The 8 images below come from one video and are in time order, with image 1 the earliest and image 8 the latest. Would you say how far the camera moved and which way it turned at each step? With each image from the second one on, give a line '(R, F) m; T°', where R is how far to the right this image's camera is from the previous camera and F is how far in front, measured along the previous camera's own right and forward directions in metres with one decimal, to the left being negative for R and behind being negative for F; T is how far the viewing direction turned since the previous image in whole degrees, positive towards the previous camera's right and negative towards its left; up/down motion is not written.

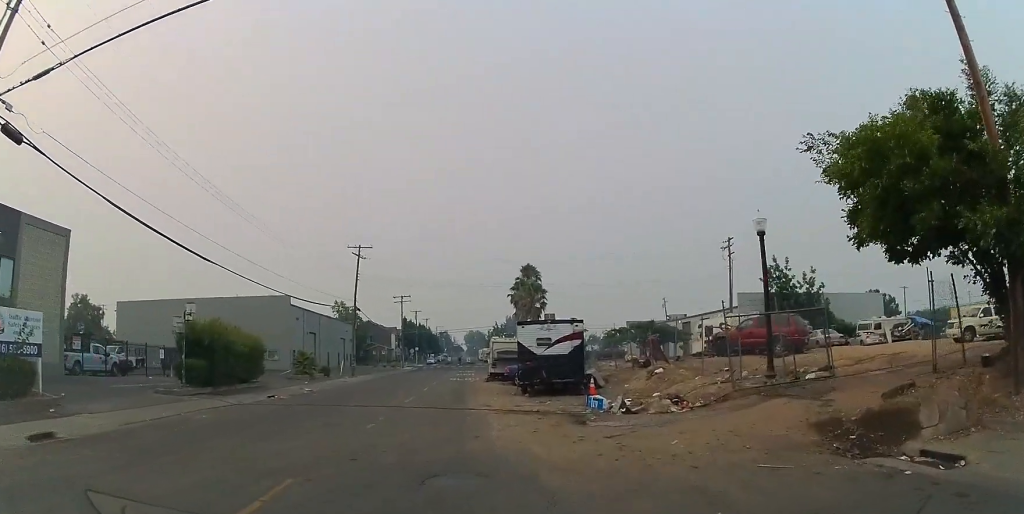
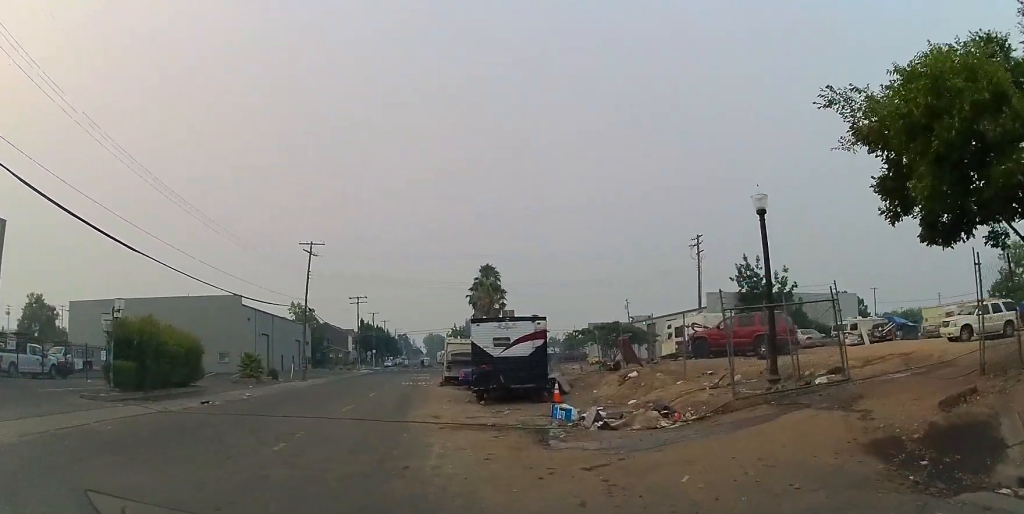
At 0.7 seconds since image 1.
(+0.2, +3.0) m; +5°
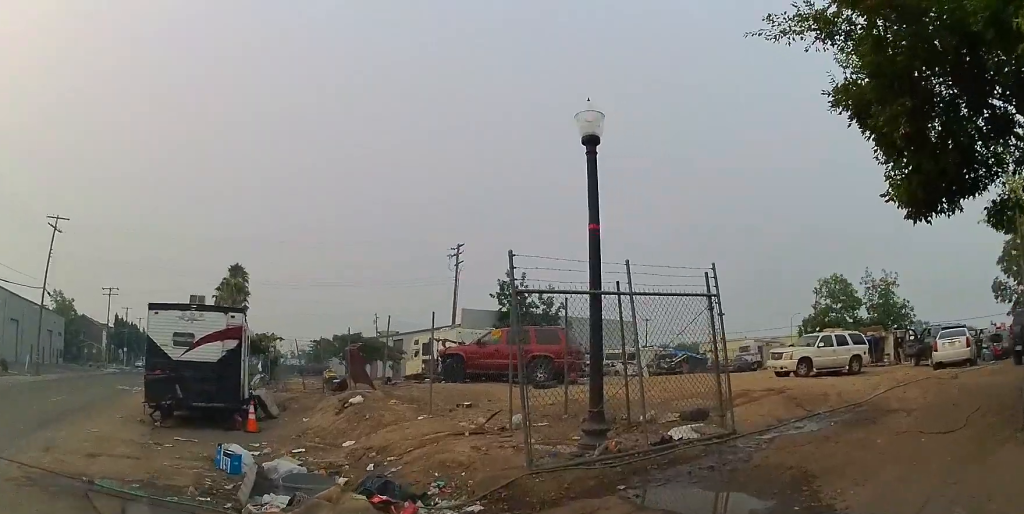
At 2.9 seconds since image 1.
(+1.2, +6.3) m; +33°
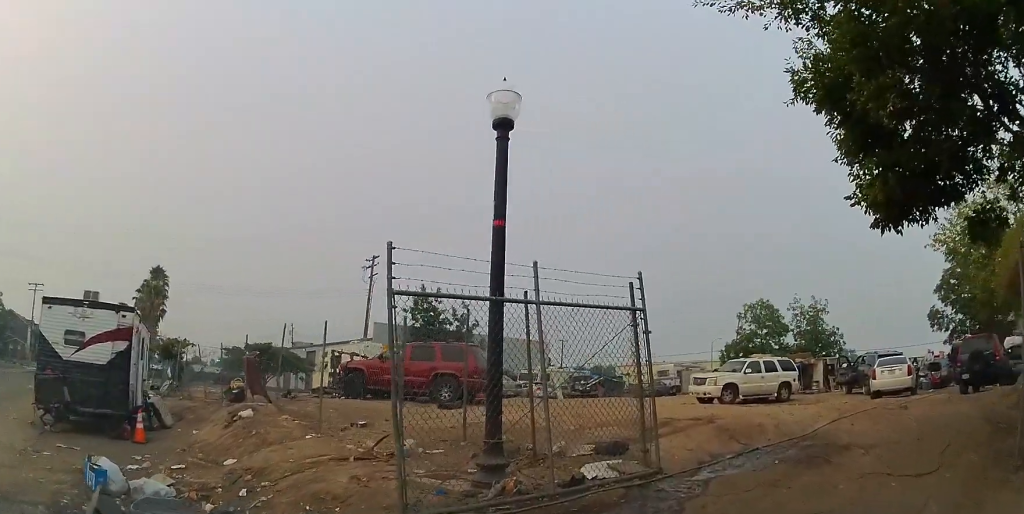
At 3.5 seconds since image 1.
(+0.1, +1.2) m; +7°
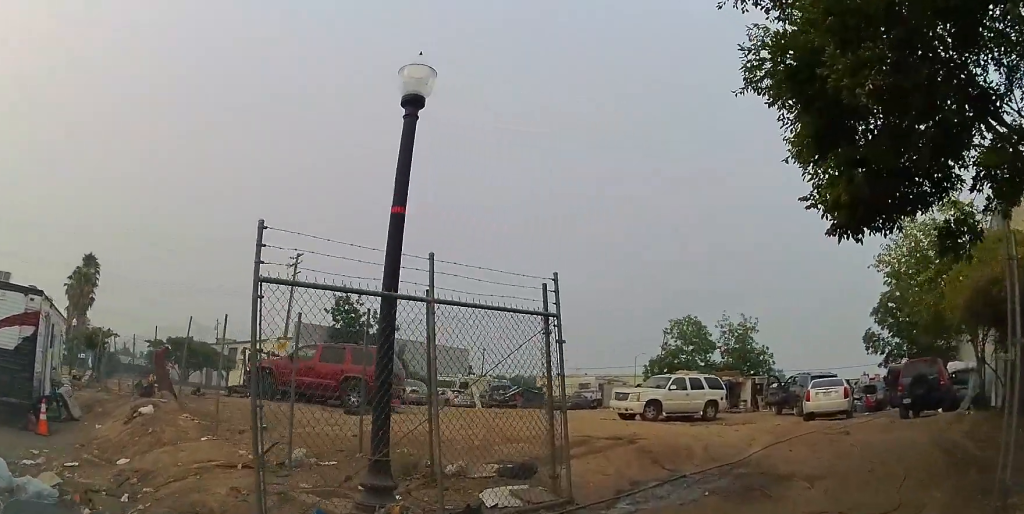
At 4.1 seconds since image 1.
(+0.1, +1.0) m; 0°
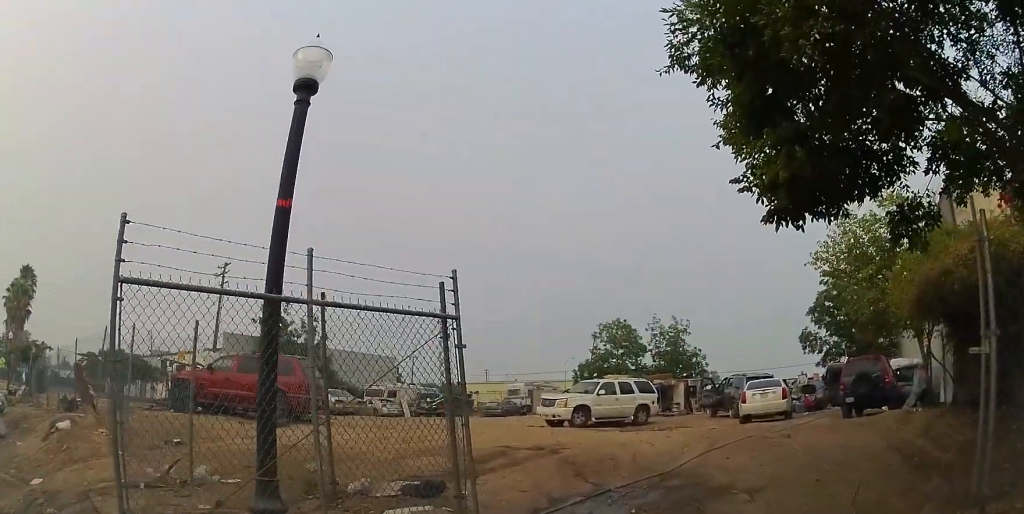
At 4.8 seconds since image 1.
(0.0, +0.2) m; 0°
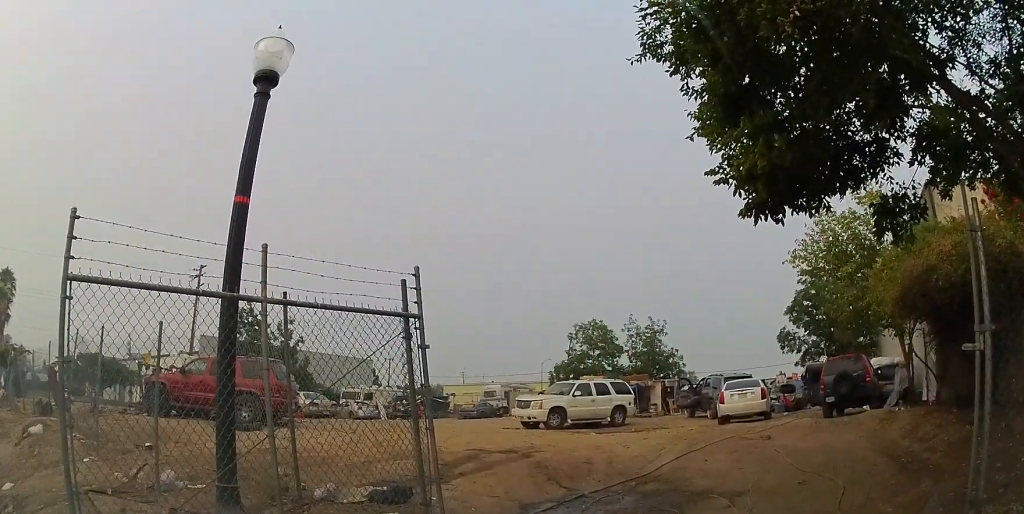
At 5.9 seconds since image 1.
(-0.1, -0.2) m; 0°
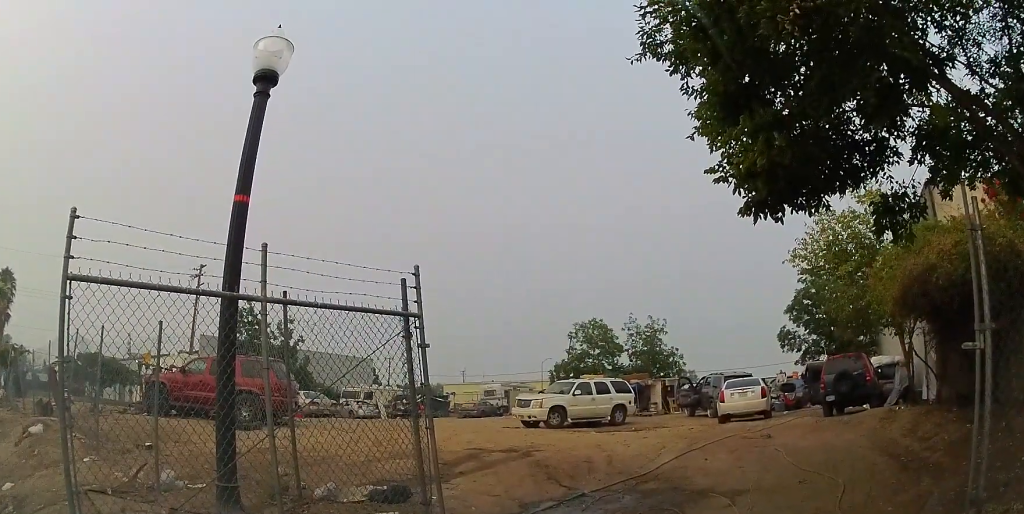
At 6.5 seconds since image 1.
(0.0, -0.1) m; 0°
